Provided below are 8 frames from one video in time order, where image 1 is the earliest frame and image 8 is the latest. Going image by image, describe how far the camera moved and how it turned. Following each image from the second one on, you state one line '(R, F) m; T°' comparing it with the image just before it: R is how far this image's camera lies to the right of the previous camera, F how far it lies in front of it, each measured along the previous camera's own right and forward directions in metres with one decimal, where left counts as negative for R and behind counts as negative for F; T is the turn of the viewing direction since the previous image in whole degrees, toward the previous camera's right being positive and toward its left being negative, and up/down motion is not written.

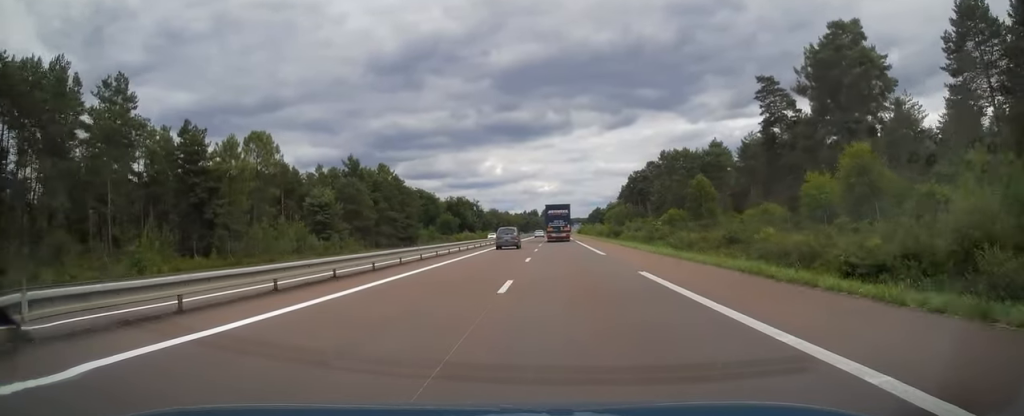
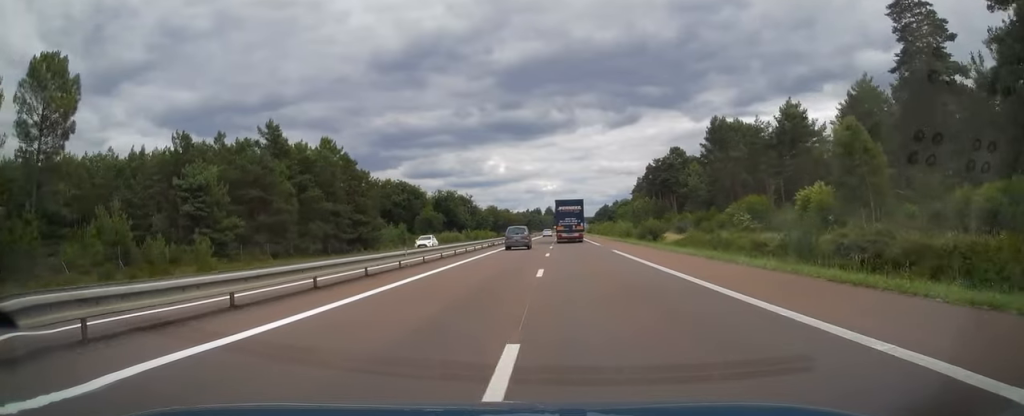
(0.0, +35.2) m; 0°
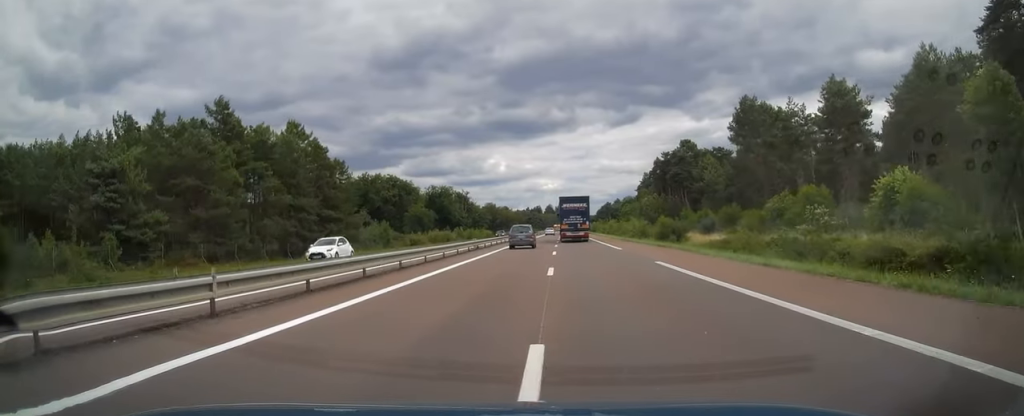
(0.0, +13.2) m; 0°
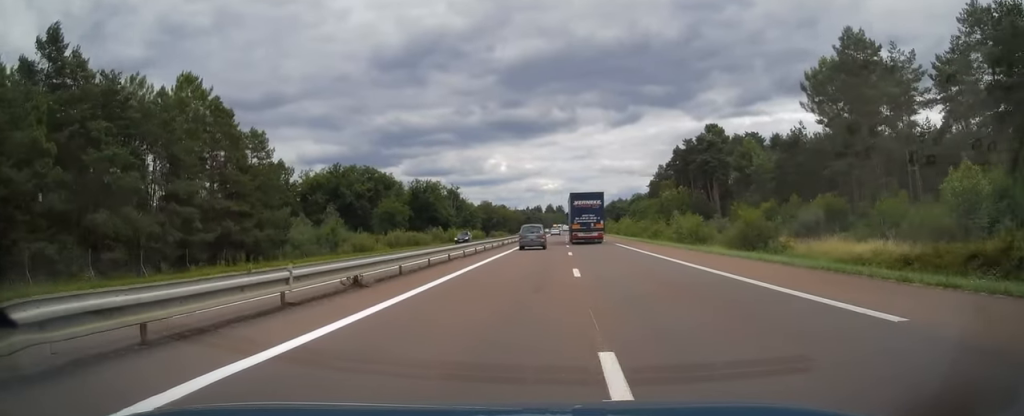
(-0.2, +26.8) m; 0°
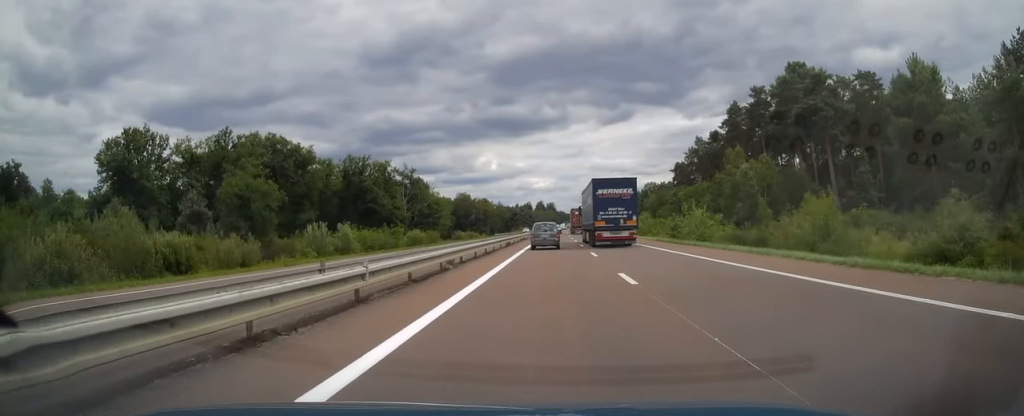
(+0.3, +56.1) m; 0°
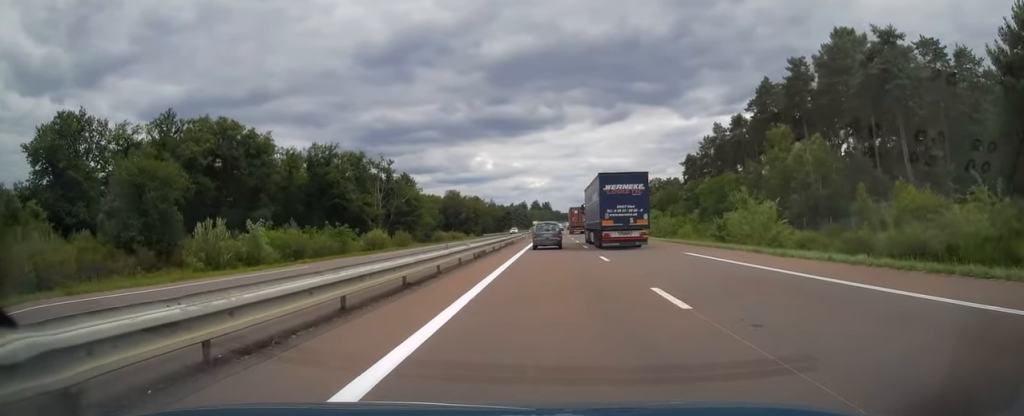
(0.0, +17.6) m; 0°
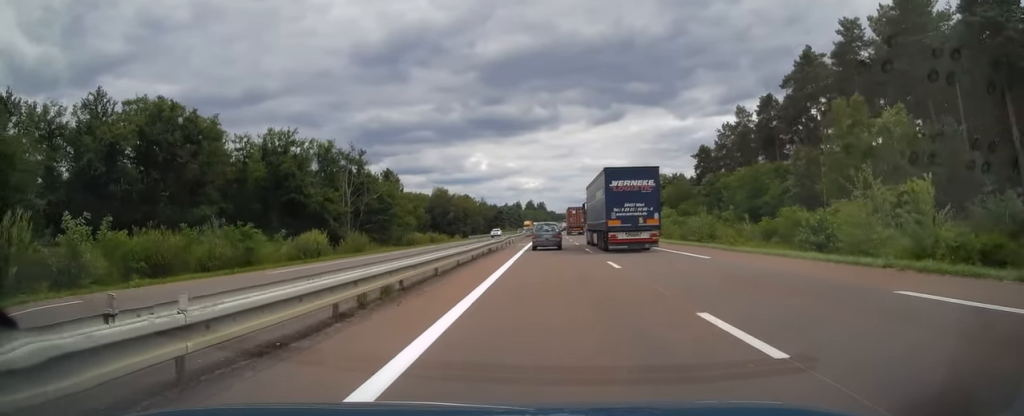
(-0.1, +16.8) m; 0°
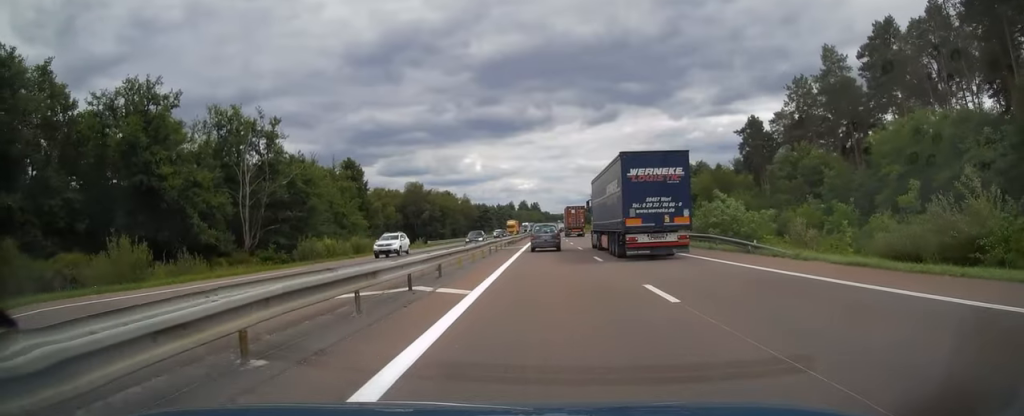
(+0.4, +35.2) m; +1°
